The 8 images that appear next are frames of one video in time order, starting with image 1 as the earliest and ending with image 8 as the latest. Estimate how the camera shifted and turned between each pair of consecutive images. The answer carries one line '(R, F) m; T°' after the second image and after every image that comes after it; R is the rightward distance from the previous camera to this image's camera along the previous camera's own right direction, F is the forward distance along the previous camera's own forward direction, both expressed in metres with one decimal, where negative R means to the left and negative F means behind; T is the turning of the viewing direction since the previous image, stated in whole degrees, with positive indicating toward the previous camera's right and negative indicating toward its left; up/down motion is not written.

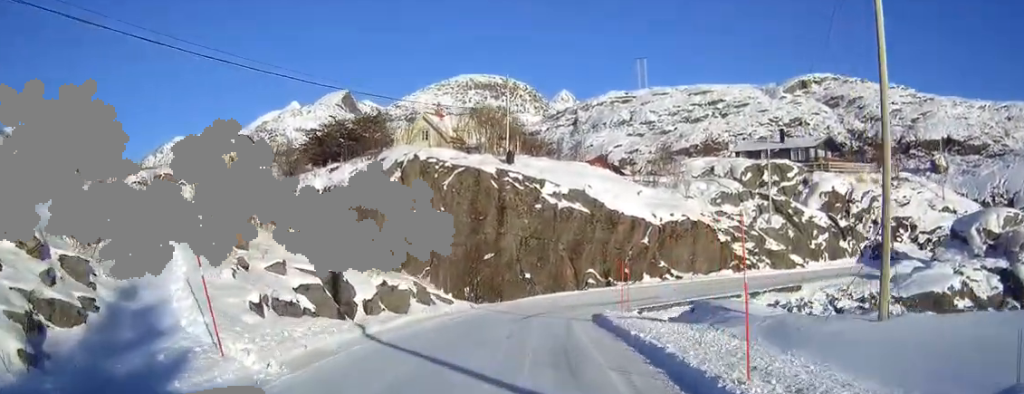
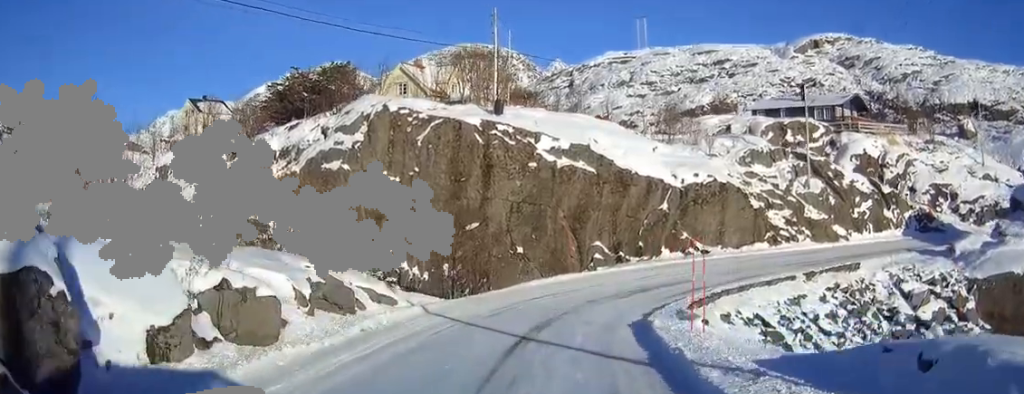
(0.0, +10.3) m; +1°
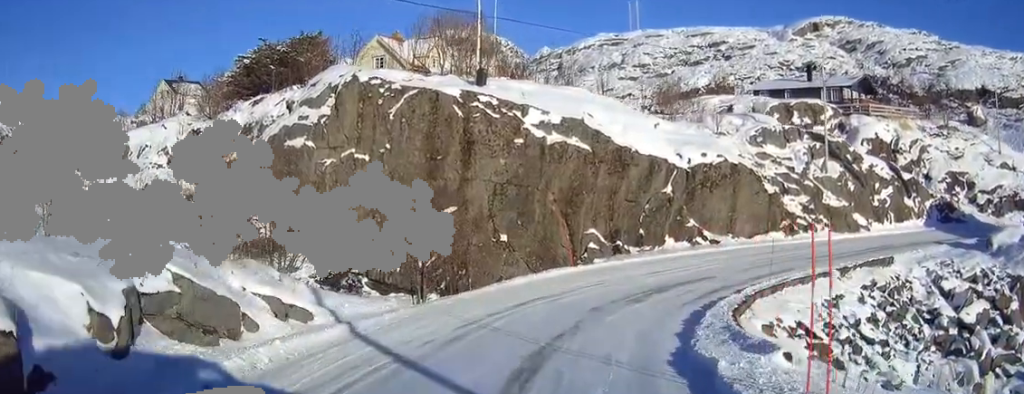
(+0.1, +5.9) m; +3°
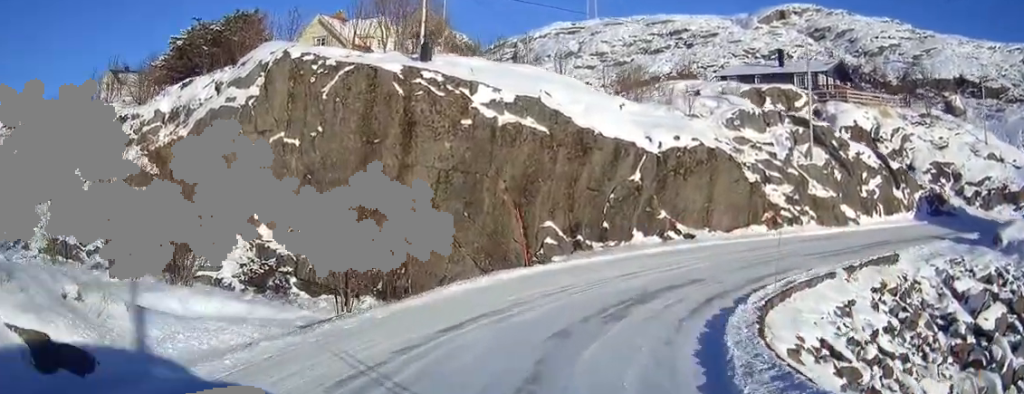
(+0.1, +5.2) m; +4°
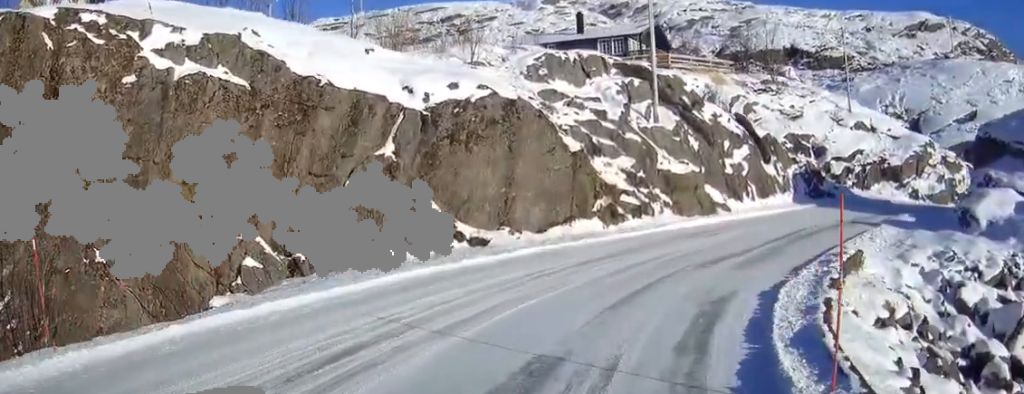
(+2.0, +14.5) m; +18°
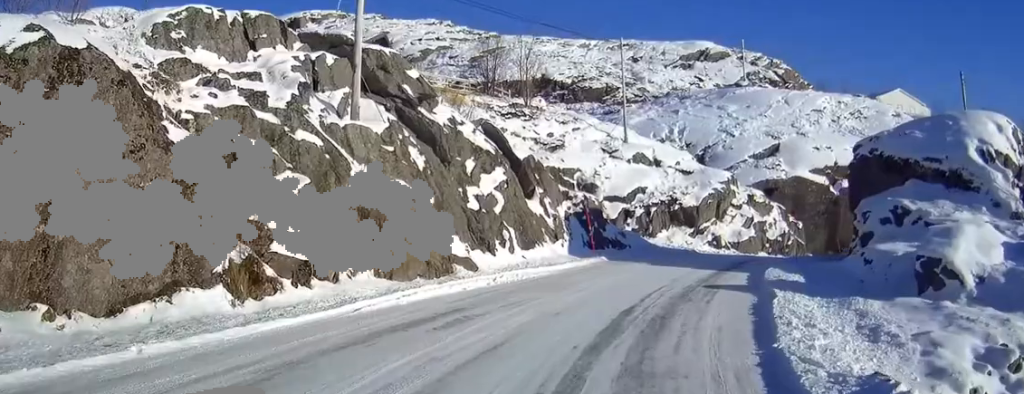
(+1.9, +12.5) m; +16°
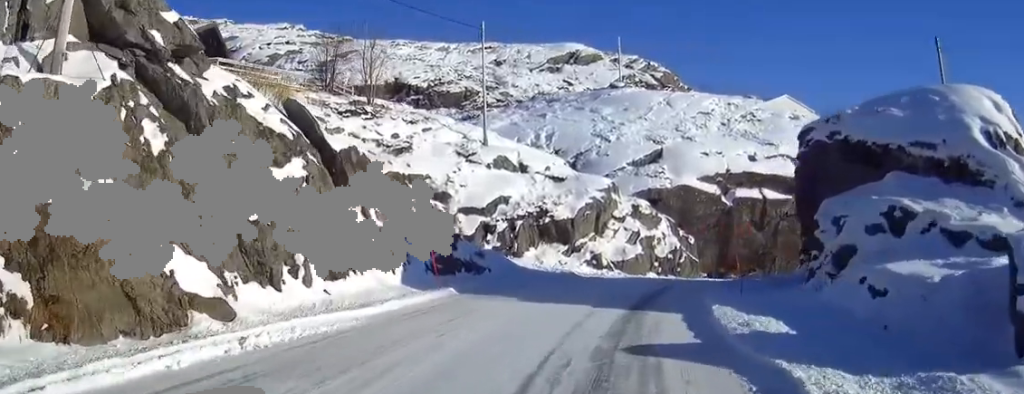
(+0.5, +7.6) m; +7°
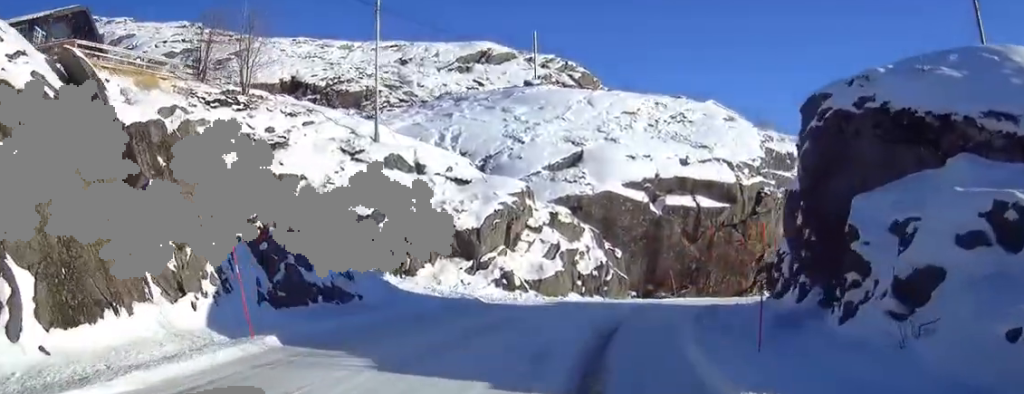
(+0.4, +6.6) m; +5°
